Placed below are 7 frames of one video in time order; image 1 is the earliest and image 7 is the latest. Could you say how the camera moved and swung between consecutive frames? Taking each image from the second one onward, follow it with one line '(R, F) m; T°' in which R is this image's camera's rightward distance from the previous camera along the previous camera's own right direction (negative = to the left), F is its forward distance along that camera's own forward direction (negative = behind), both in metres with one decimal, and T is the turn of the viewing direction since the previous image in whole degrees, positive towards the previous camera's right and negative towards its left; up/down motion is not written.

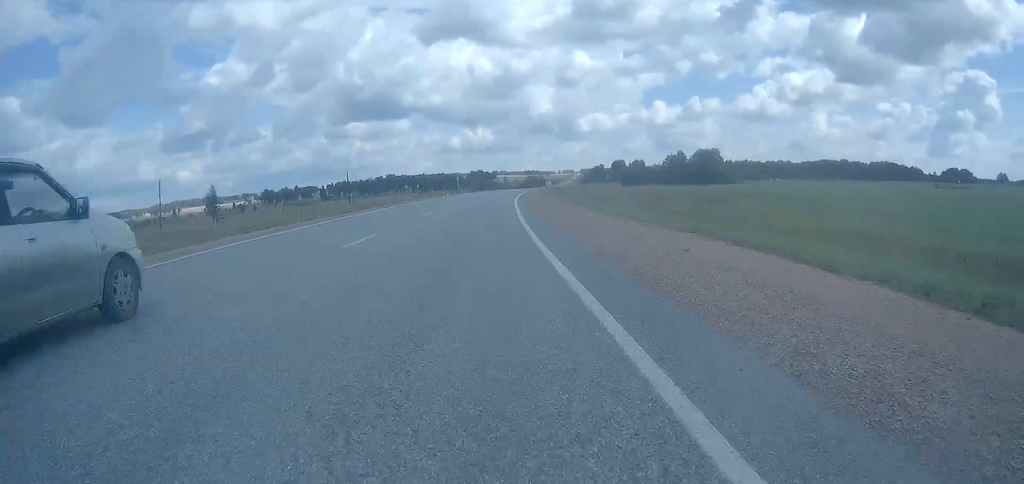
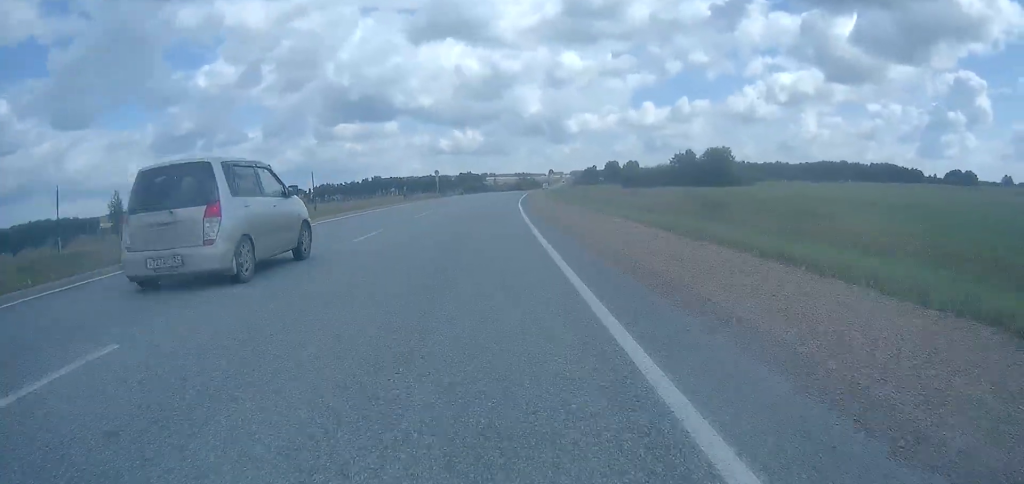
(0.0, +22.1) m; 0°
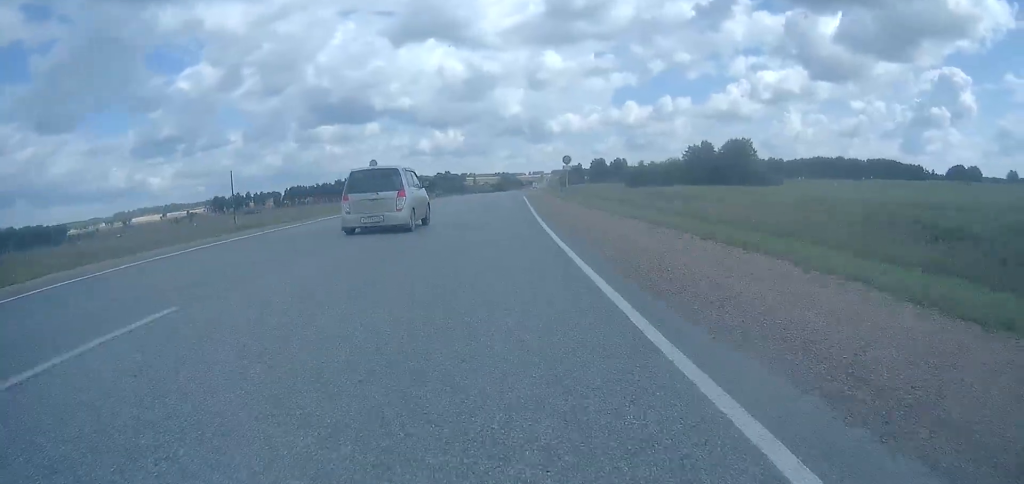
(+0.3, +33.8) m; +2°
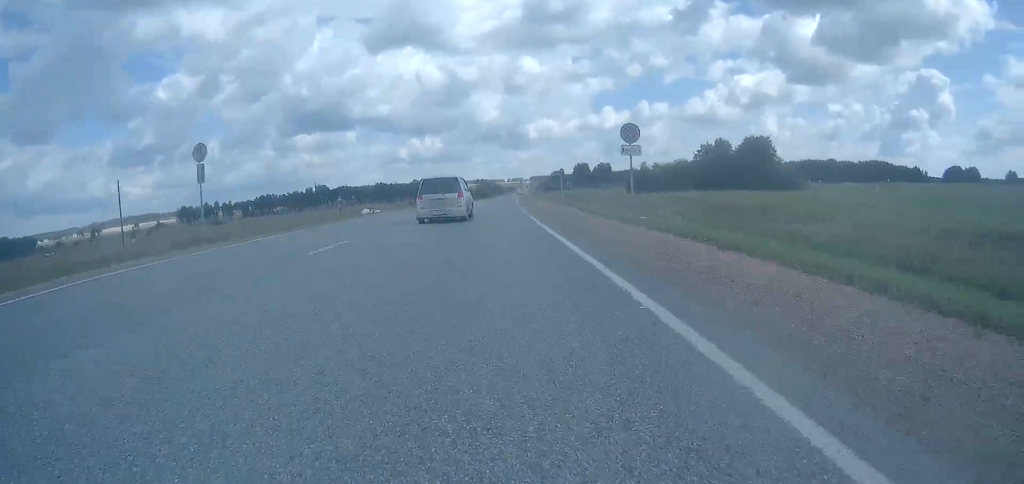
(+0.4, +27.6) m; +2°
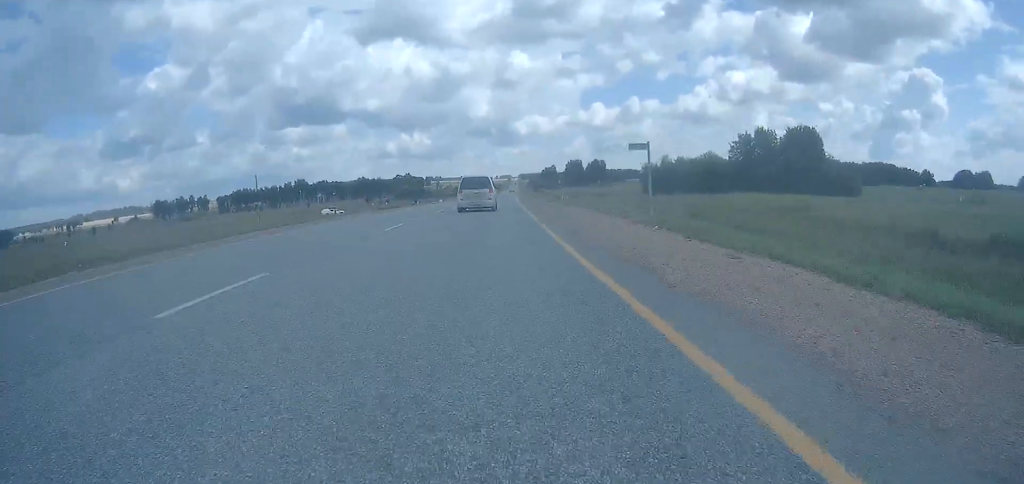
(+0.4, +29.0) m; +1°
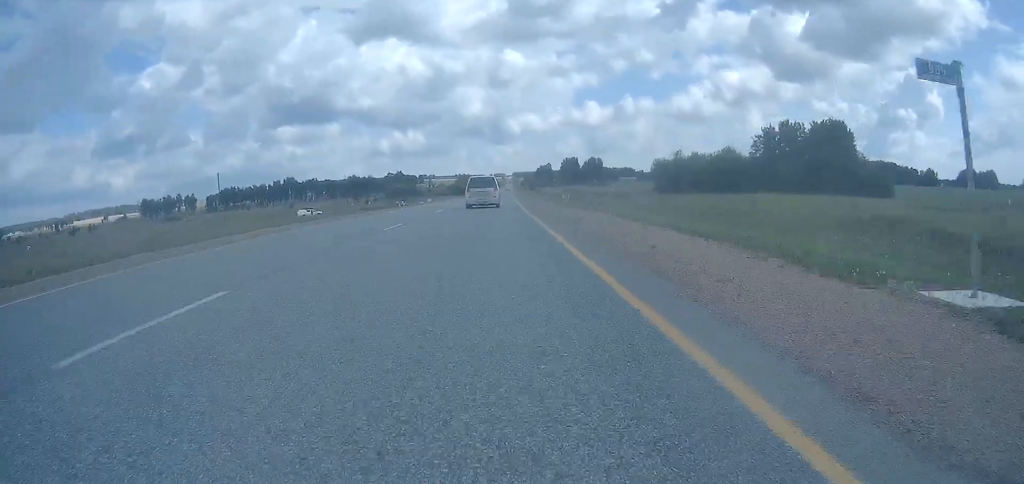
(+0.1, +13.5) m; 0°
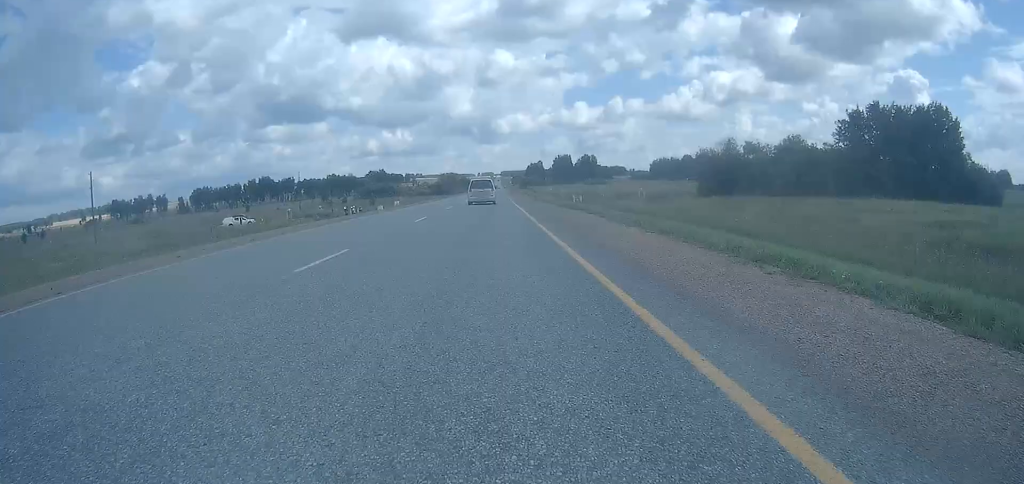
(+0.3, +30.9) m; +1°
